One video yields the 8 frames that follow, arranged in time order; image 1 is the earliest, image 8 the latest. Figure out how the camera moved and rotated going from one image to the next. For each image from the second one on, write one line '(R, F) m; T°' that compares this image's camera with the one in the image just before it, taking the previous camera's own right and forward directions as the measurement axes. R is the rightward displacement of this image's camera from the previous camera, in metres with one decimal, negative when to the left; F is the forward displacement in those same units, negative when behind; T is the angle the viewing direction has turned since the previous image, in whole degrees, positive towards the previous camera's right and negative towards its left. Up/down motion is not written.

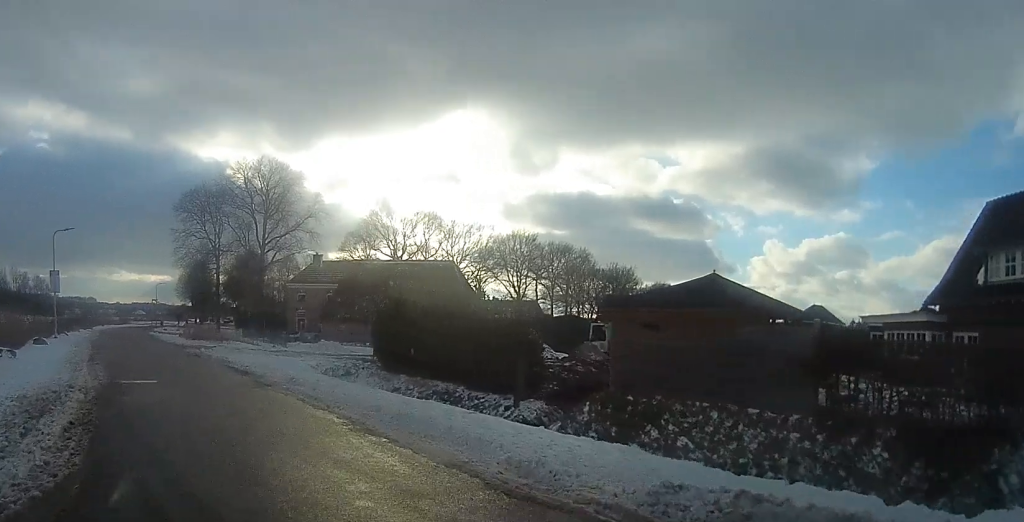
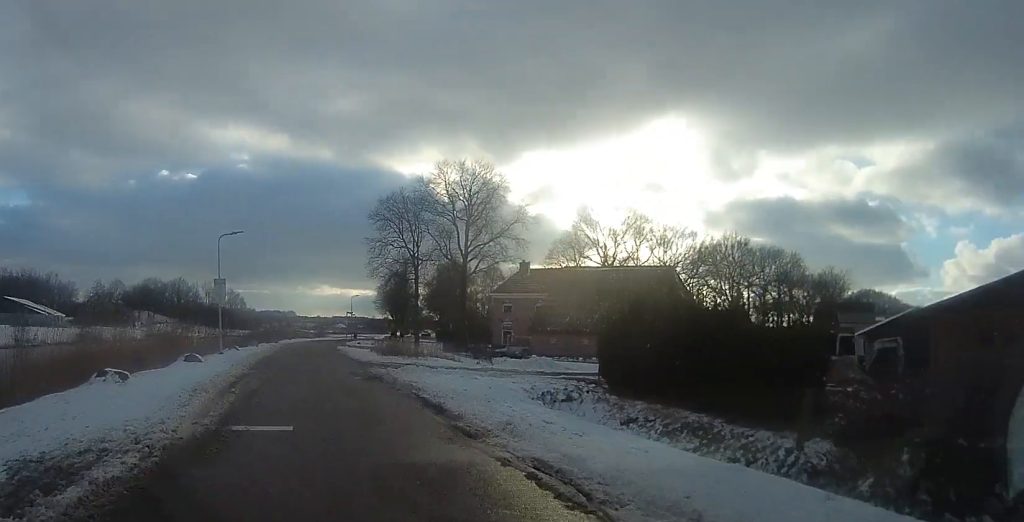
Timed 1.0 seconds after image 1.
(-1.3, +4.4) m; -23°
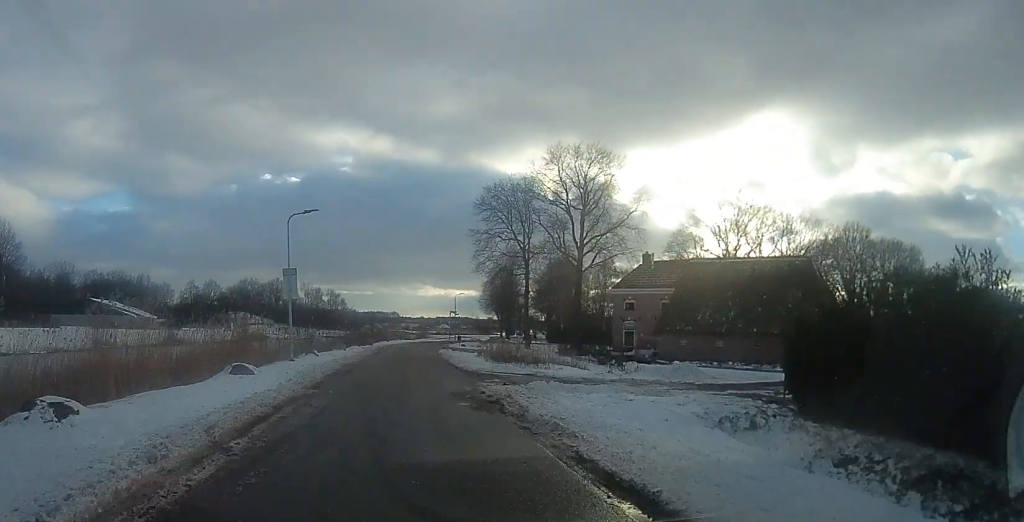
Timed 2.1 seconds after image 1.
(-0.8, +5.5) m; -14°
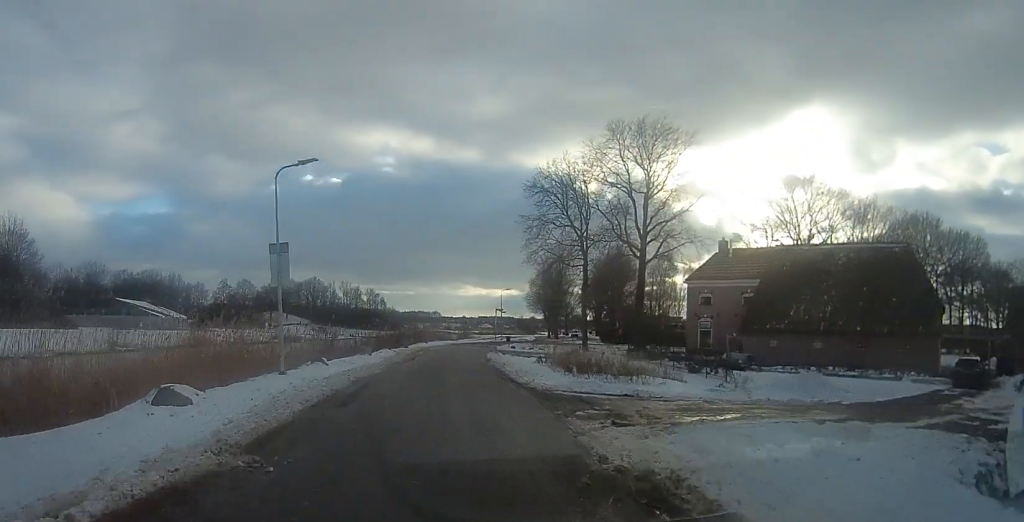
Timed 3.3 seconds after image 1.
(-0.6, +7.1) m; -5°
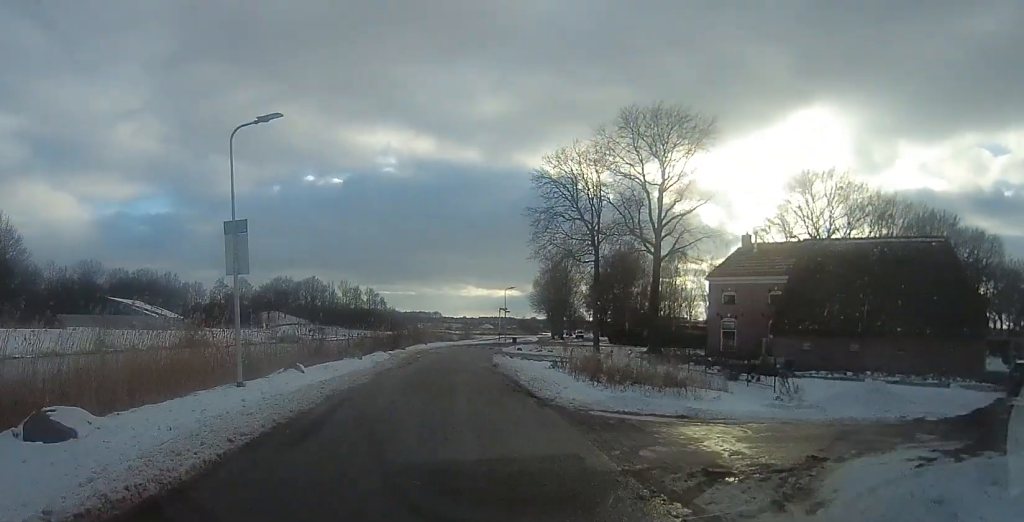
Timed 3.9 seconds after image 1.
(0.0, +3.5) m; 0°
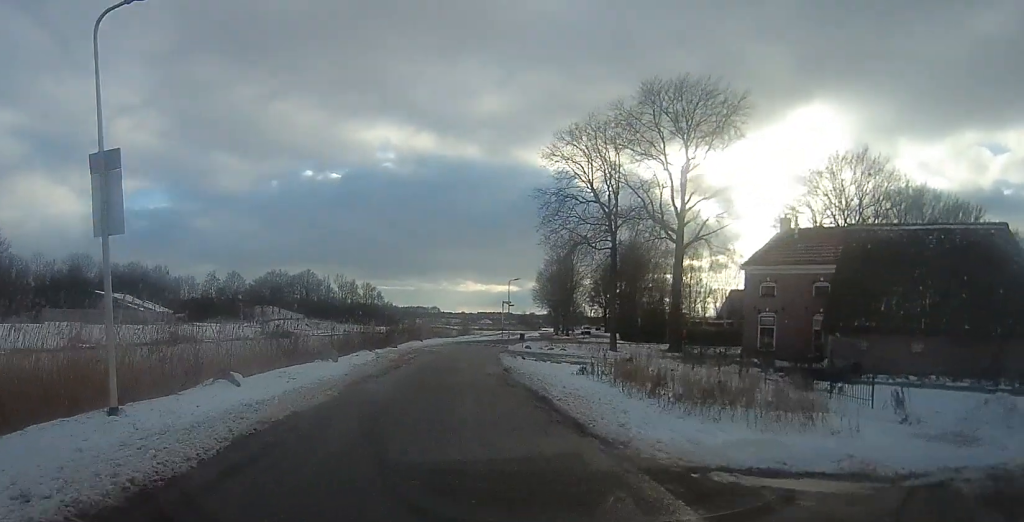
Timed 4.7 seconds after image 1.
(0.0, +5.2) m; 0°
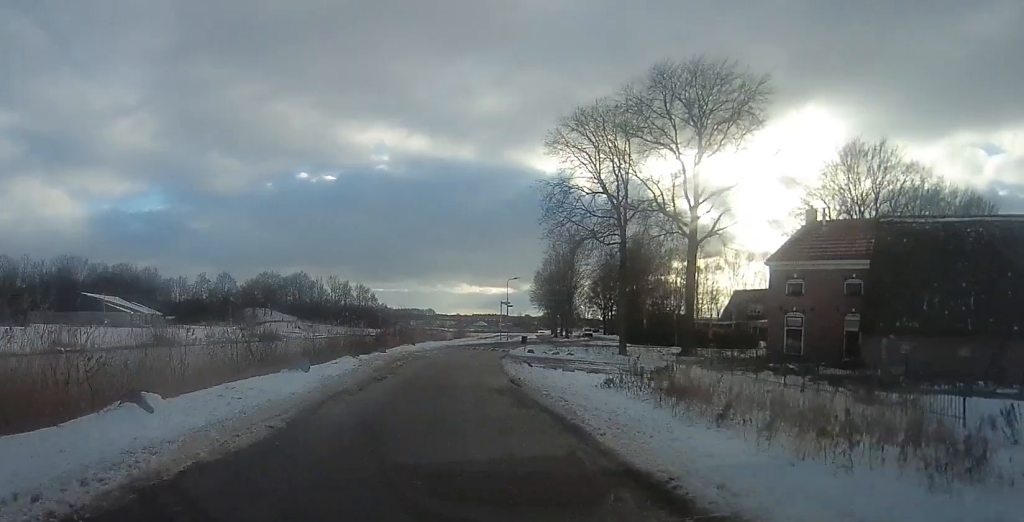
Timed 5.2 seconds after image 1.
(0.0, +3.6) m; +1°
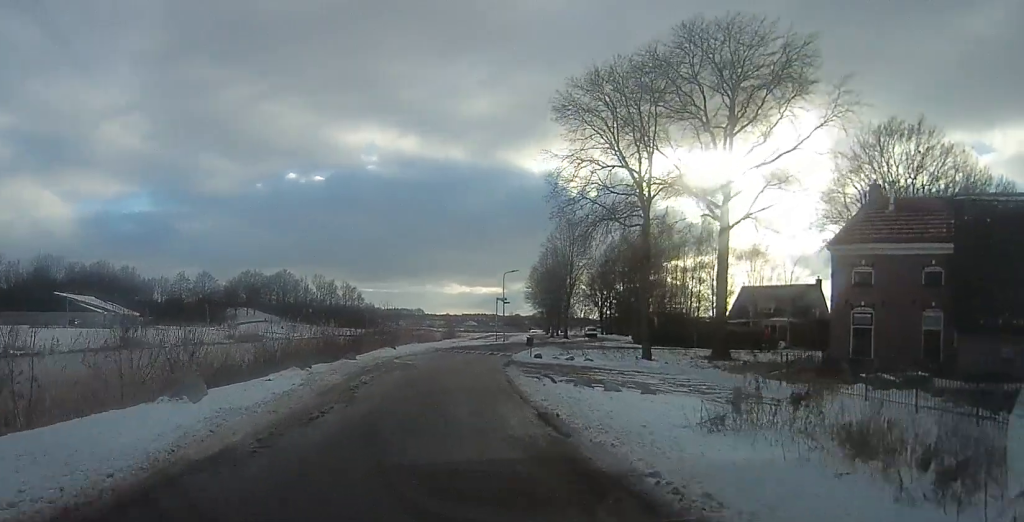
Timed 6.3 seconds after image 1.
(+0.1, +7.0) m; +2°
